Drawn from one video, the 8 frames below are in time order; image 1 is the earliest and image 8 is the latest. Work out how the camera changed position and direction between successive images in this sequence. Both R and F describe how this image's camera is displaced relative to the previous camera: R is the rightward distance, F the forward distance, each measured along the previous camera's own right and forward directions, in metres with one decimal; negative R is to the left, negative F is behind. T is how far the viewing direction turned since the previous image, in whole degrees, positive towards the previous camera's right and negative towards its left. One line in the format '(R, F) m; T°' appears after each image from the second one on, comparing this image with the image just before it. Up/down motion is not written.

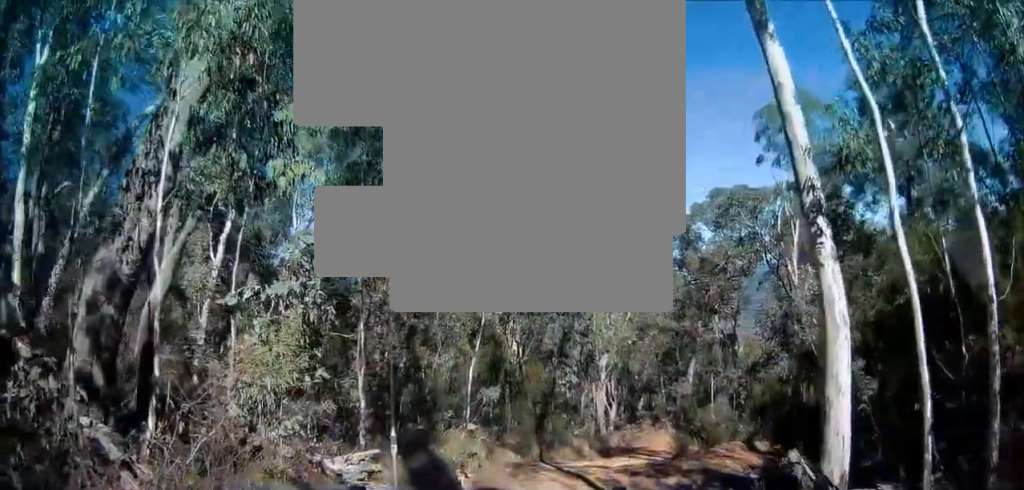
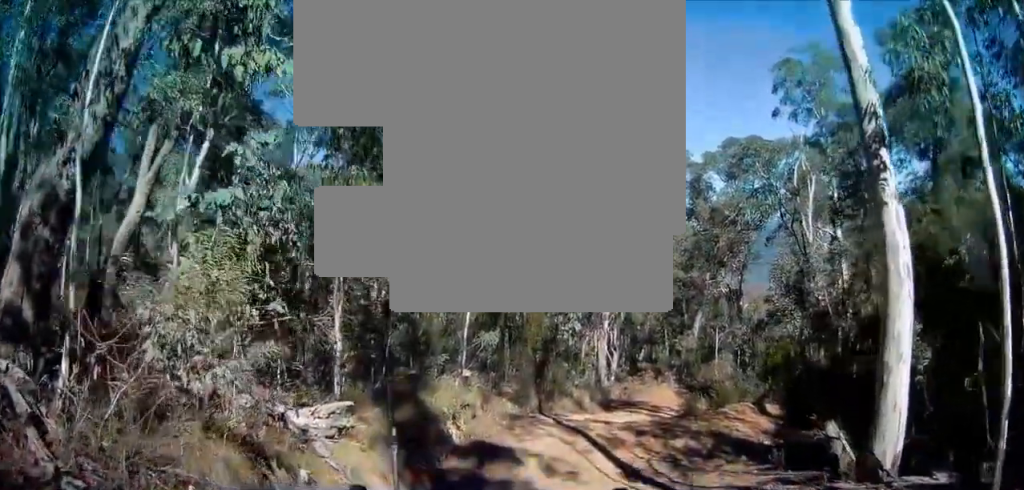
(+0.2, +1.4) m; -7°
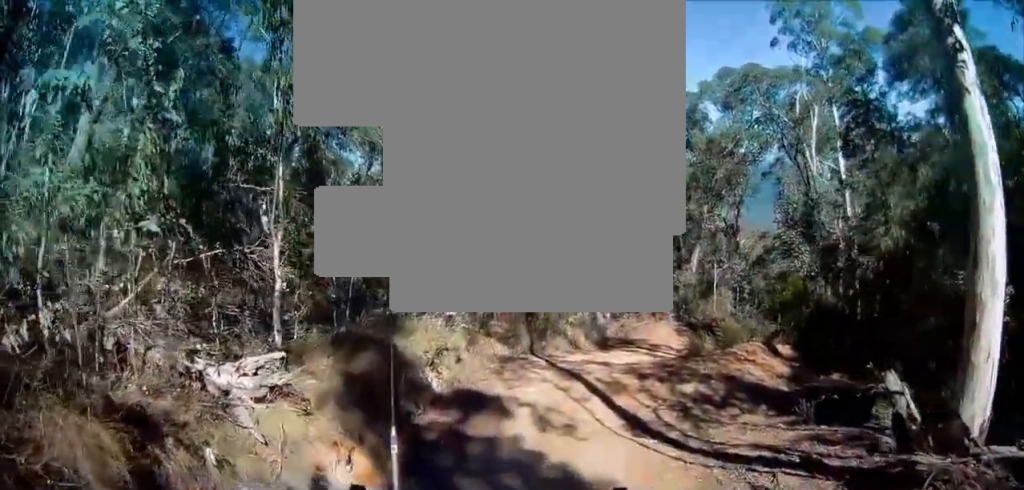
(-0.4, +1.8) m; +1°
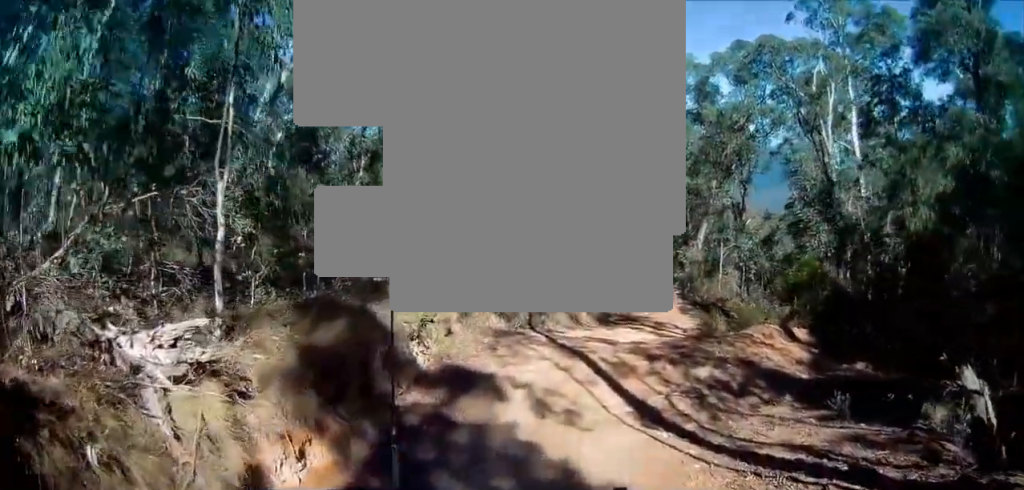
(-0.3, +1.5) m; +2°
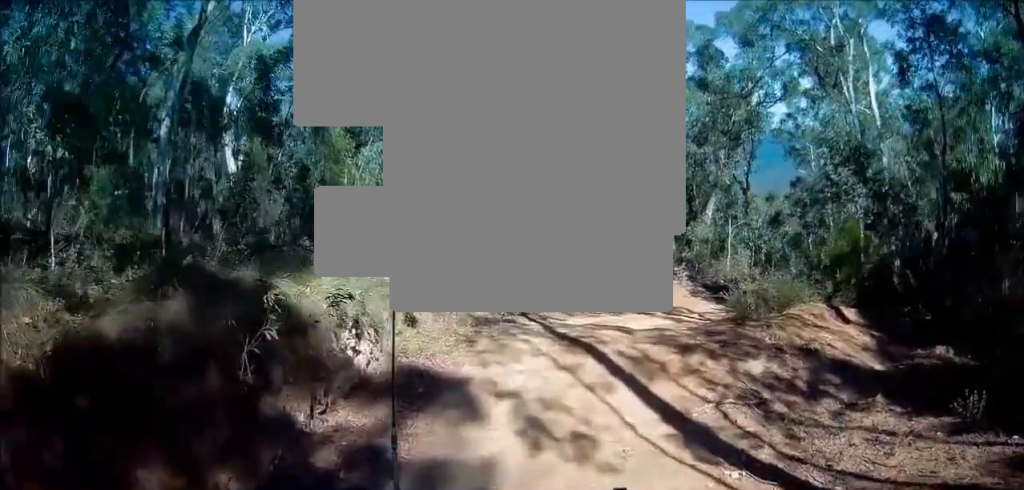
(+0.9, +3.5) m; +24°
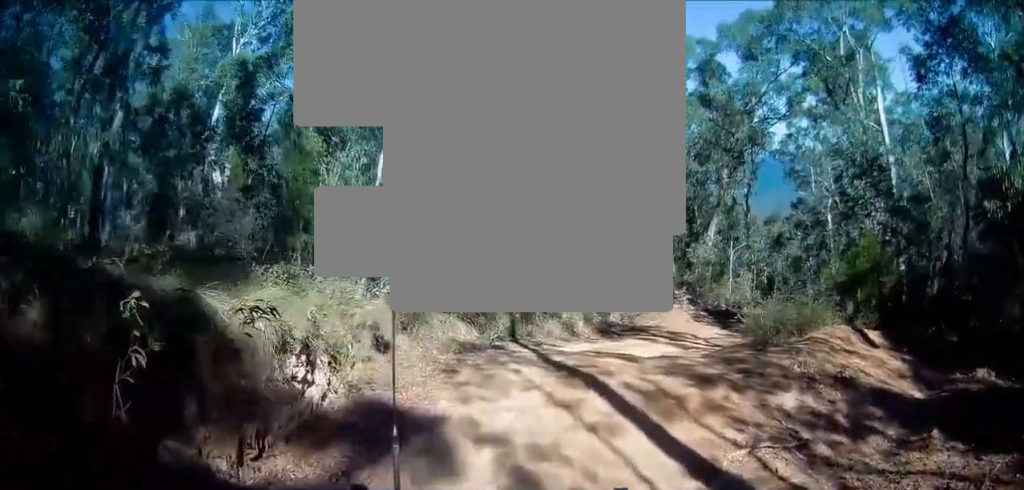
(+0.3, +1.5) m; 0°
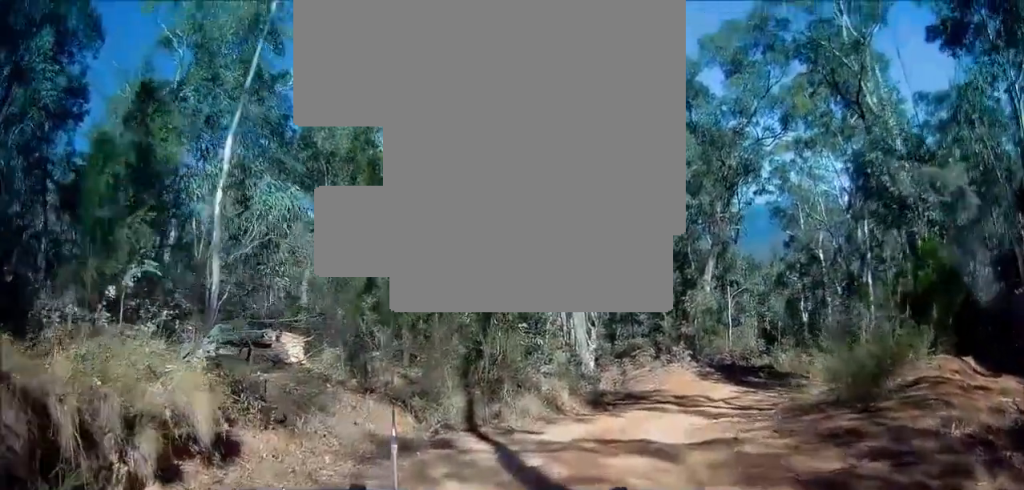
(-0.2, +4.2) m; -9°
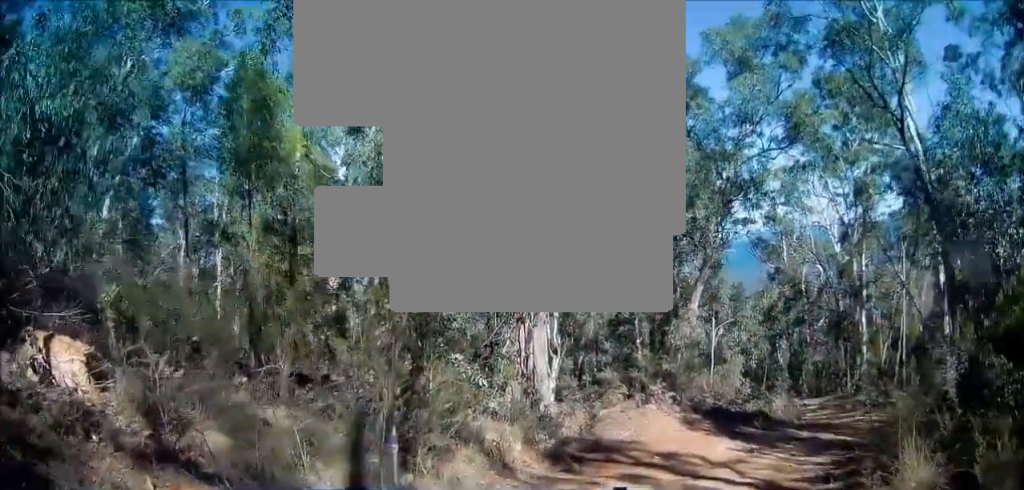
(-0.5, +4.5) m; -14°
